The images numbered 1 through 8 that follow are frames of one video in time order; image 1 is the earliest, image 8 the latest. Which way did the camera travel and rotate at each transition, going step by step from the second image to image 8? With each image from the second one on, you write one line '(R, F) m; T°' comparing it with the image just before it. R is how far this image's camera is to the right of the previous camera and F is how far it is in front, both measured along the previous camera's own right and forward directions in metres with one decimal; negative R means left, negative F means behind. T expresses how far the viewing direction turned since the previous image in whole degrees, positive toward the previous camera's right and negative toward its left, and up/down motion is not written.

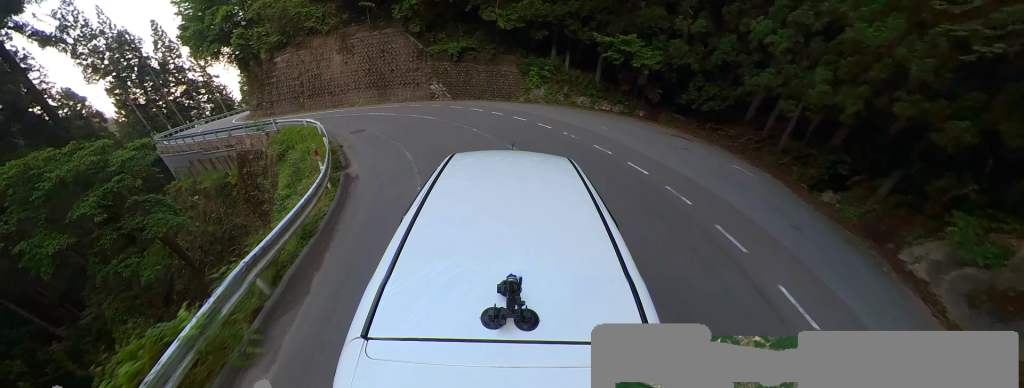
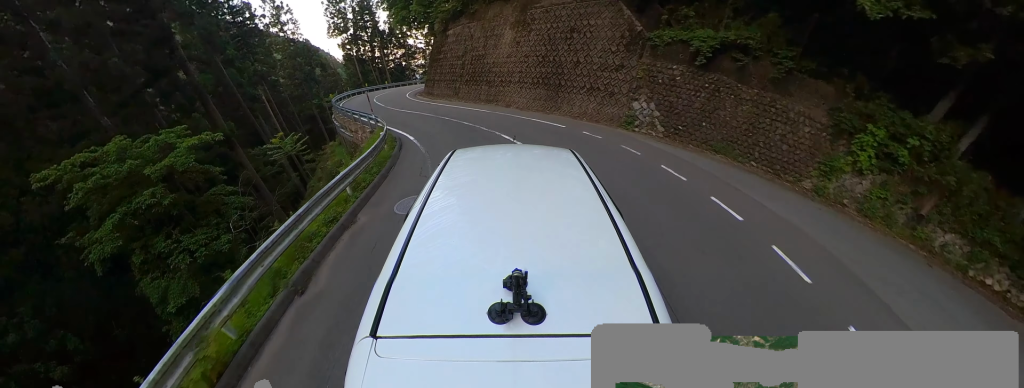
(-3.7, +12.3) m; -42°
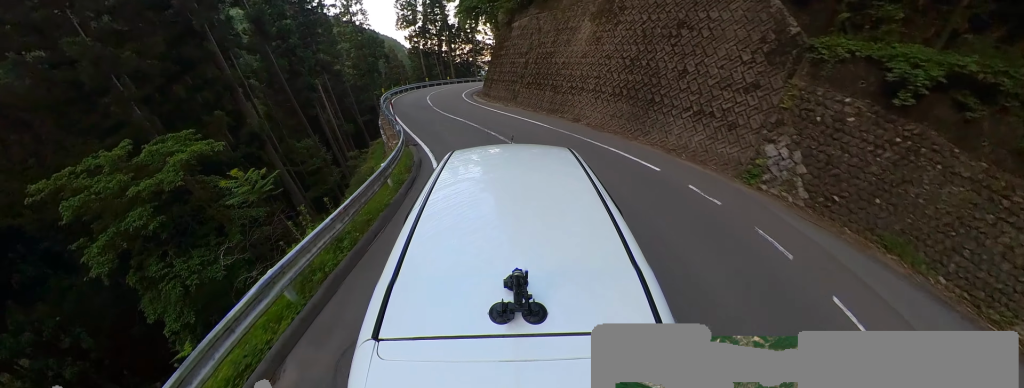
(-1.5, +3.6) m; -16°
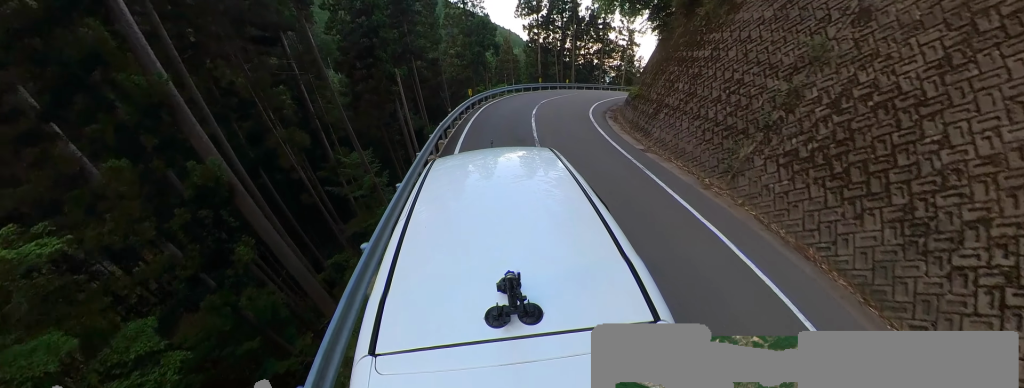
(-2.5, +12.0) m; -8°
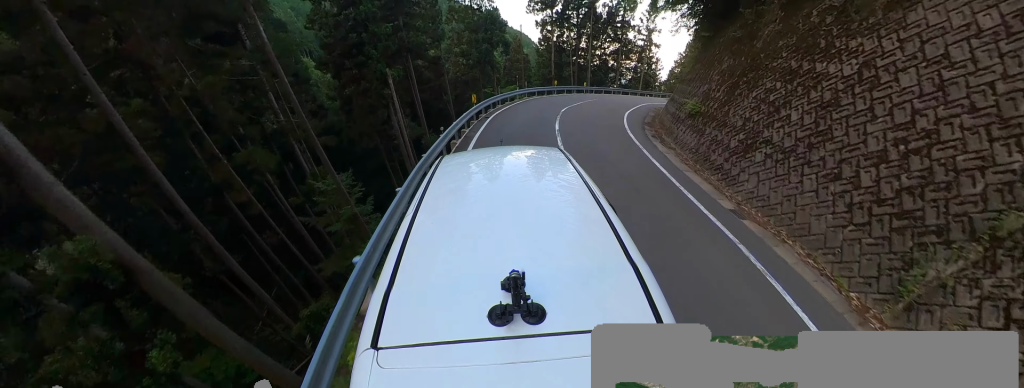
(-0.1, +4.7) m; +6°
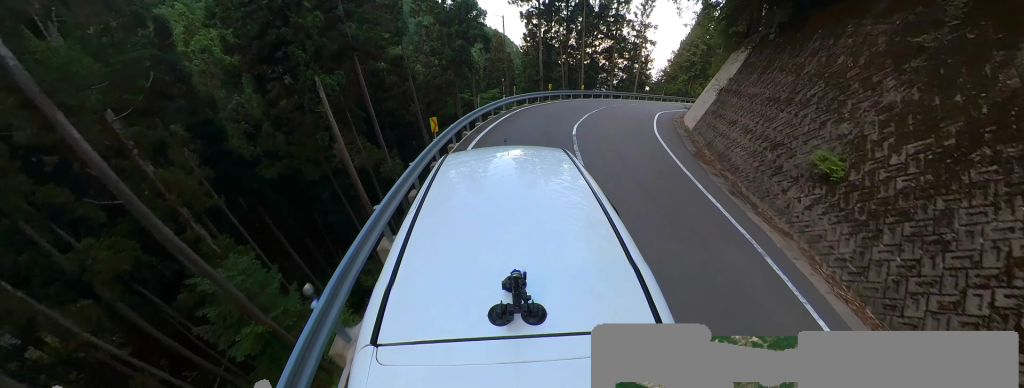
(+0.8, +6.7) m; +9°
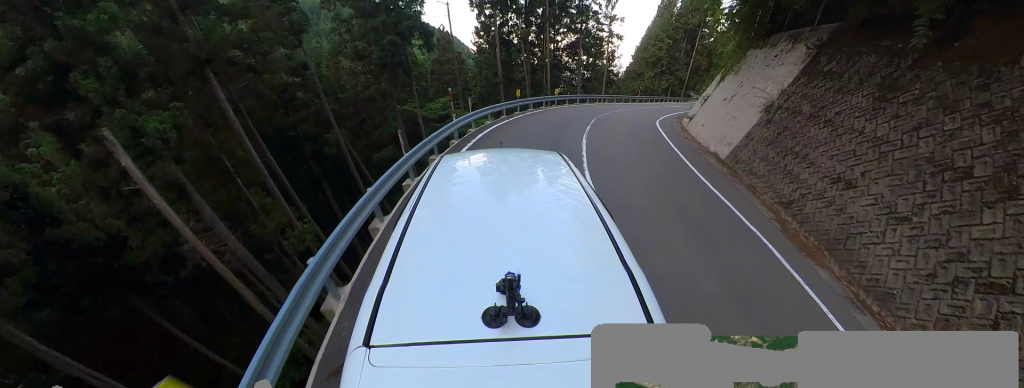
(+0.5, +7.0) m; +6°
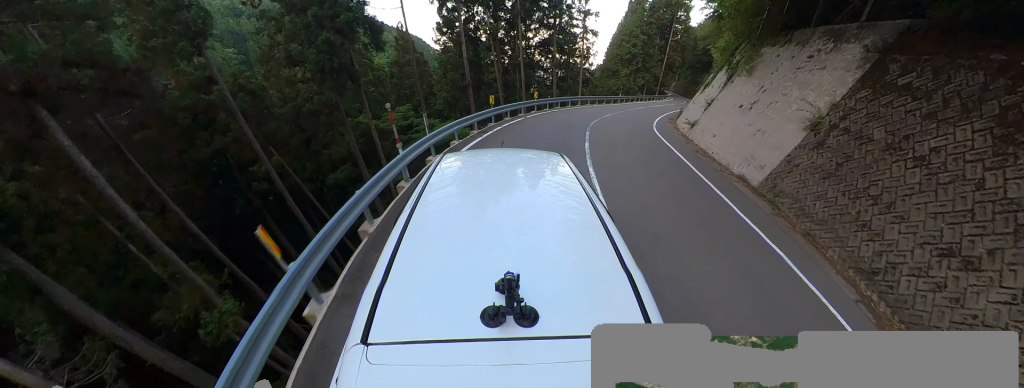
(-0.1, +3.8) m; +2°
